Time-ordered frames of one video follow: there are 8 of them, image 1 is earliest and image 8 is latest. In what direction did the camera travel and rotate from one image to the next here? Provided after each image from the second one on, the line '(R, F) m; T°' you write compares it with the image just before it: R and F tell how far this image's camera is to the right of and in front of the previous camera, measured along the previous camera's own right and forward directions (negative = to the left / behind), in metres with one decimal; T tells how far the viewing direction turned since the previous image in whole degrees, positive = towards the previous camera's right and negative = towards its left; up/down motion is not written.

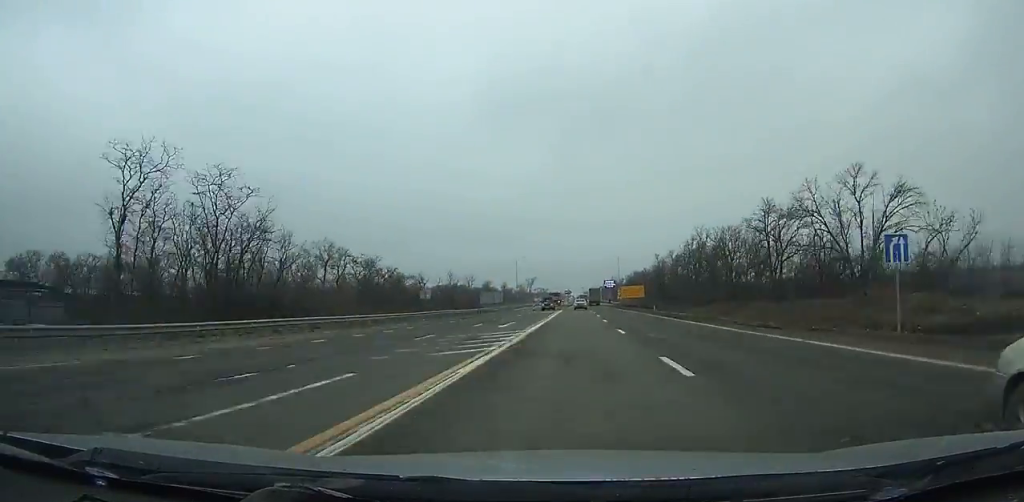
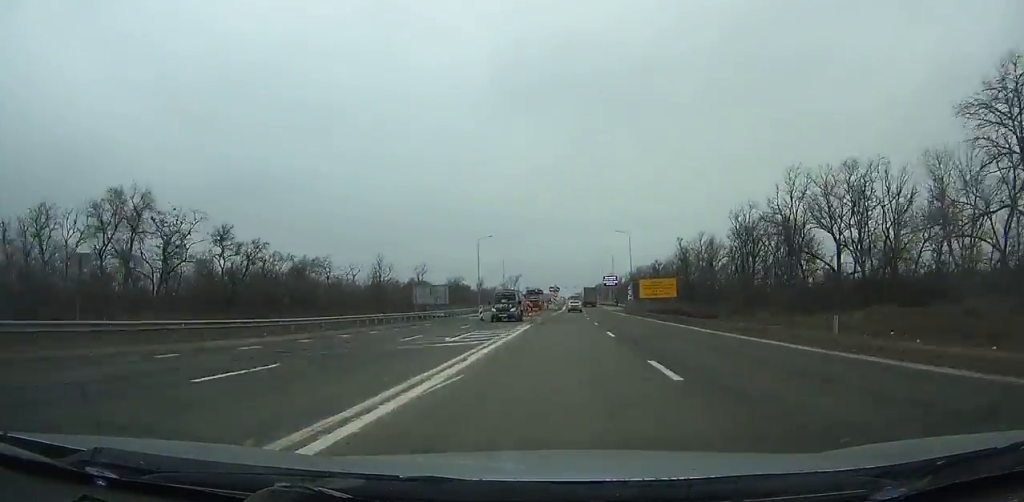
(0.0, +47.9) m; 0°
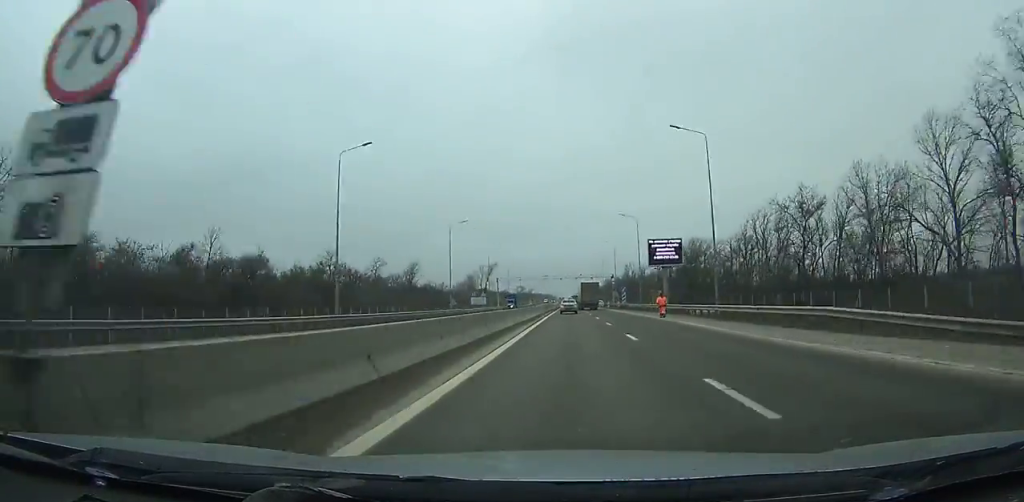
(+0.4, +99.0) m; 0°
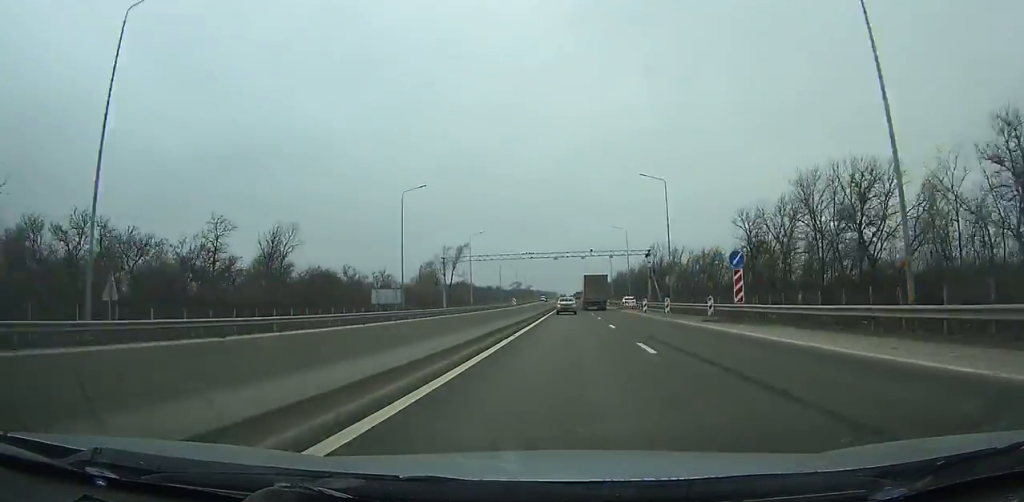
(-0.3, +63.9) m; 0°
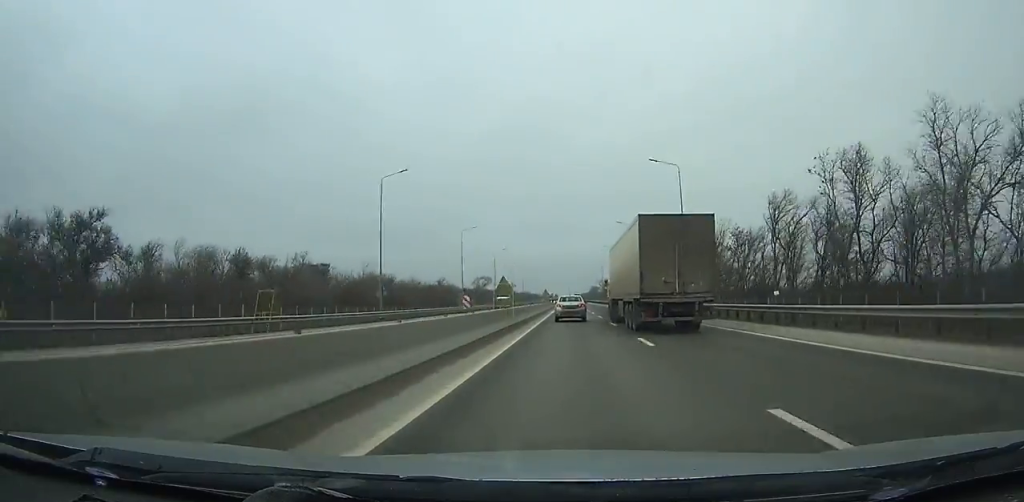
(0.0, +167.1) m; 0°
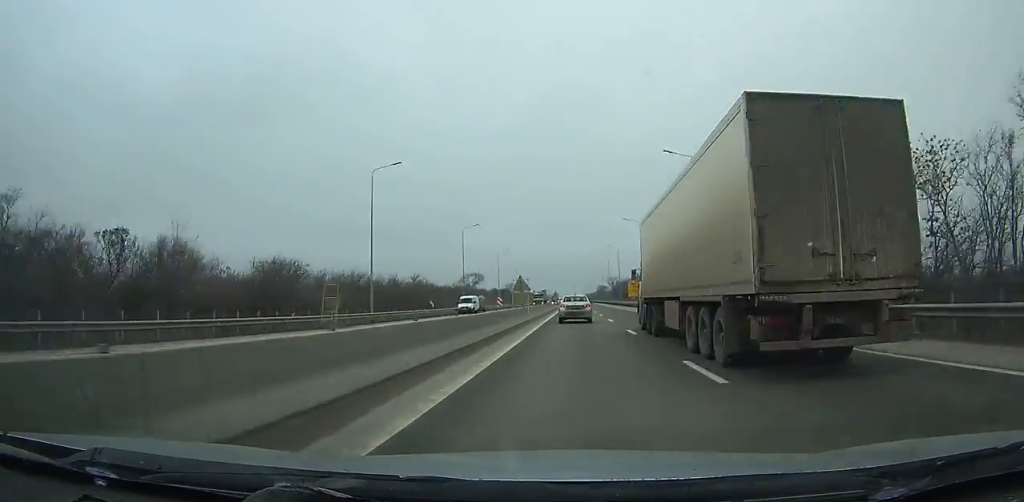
(-0.2, +43.1) m; 0°
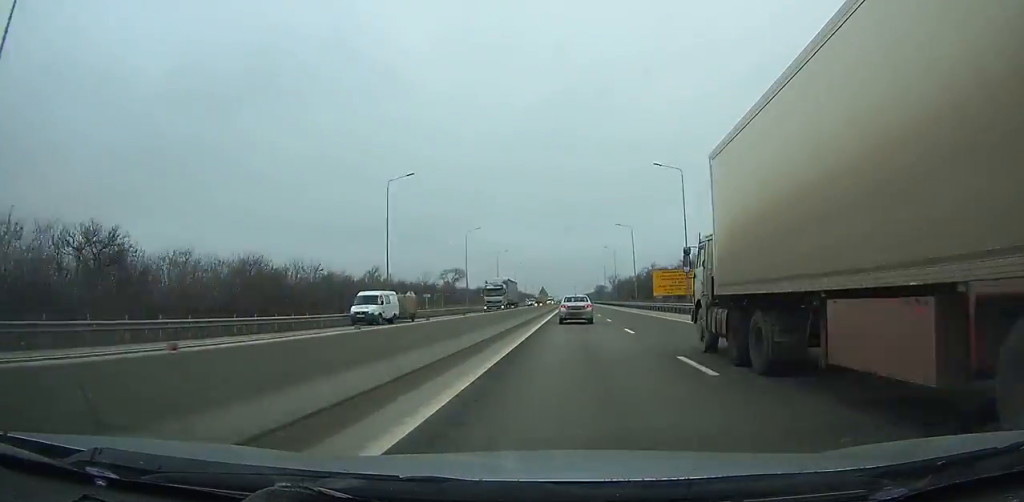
(0.0, +35.7) m; 0°
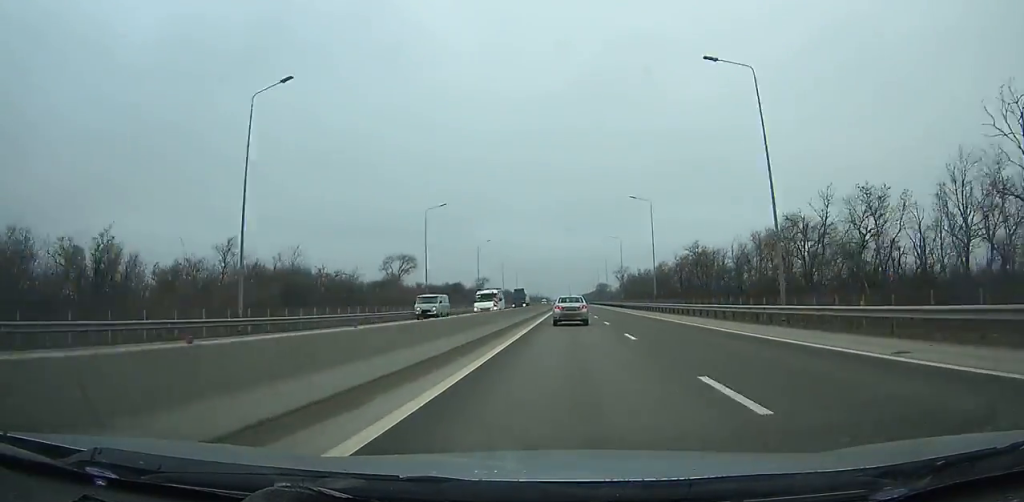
(+0.2, +64.1) m; 0°
